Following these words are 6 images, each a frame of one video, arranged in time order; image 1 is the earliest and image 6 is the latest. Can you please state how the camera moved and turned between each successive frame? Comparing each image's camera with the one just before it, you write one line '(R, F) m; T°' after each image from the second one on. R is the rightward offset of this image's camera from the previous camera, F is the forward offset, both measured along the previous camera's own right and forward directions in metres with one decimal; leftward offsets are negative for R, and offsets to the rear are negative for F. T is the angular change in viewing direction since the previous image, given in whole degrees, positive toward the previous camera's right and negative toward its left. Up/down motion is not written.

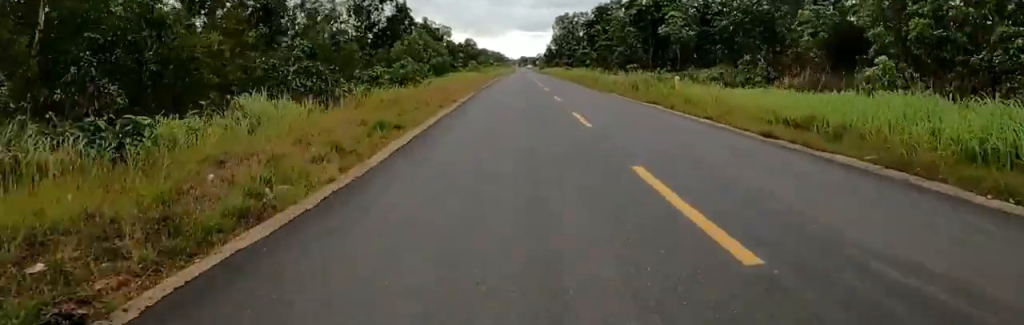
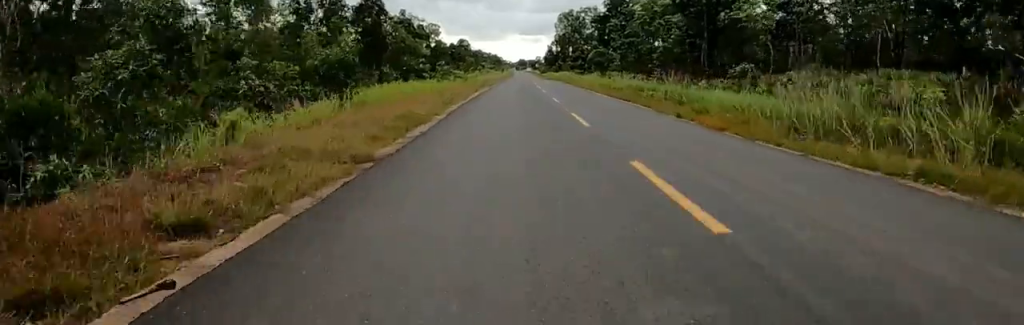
(+0.8, +22.4) m; -2°
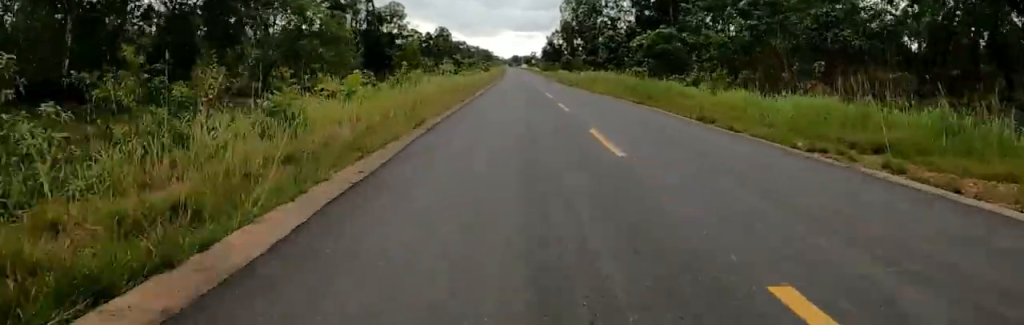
(+1.1, +44.8) m; -1°
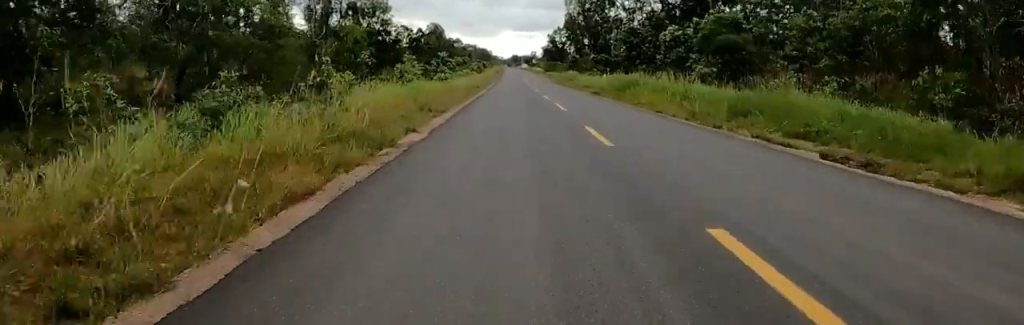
(-0.6, +14.8) m; +2°
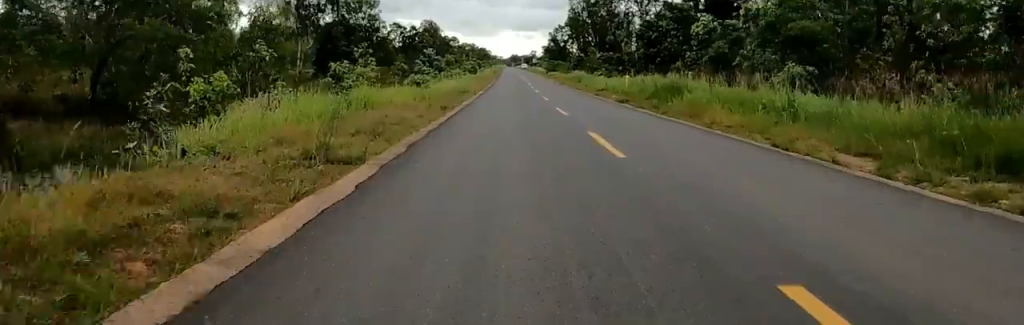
(+0.6, +9.0) m; +2°
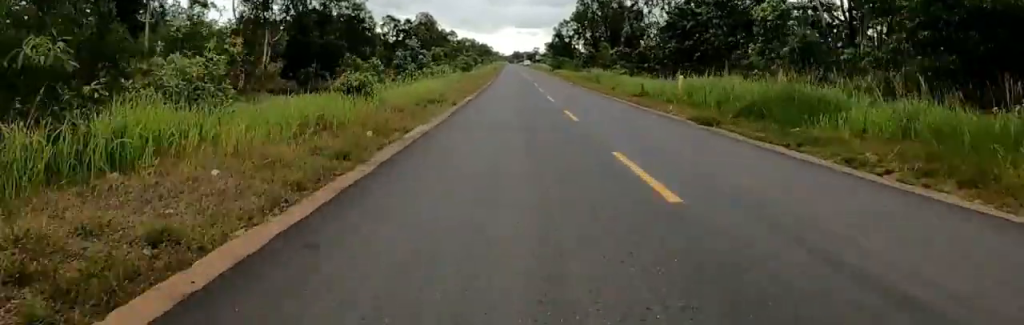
(+0.5, +10.3) m; 0°
